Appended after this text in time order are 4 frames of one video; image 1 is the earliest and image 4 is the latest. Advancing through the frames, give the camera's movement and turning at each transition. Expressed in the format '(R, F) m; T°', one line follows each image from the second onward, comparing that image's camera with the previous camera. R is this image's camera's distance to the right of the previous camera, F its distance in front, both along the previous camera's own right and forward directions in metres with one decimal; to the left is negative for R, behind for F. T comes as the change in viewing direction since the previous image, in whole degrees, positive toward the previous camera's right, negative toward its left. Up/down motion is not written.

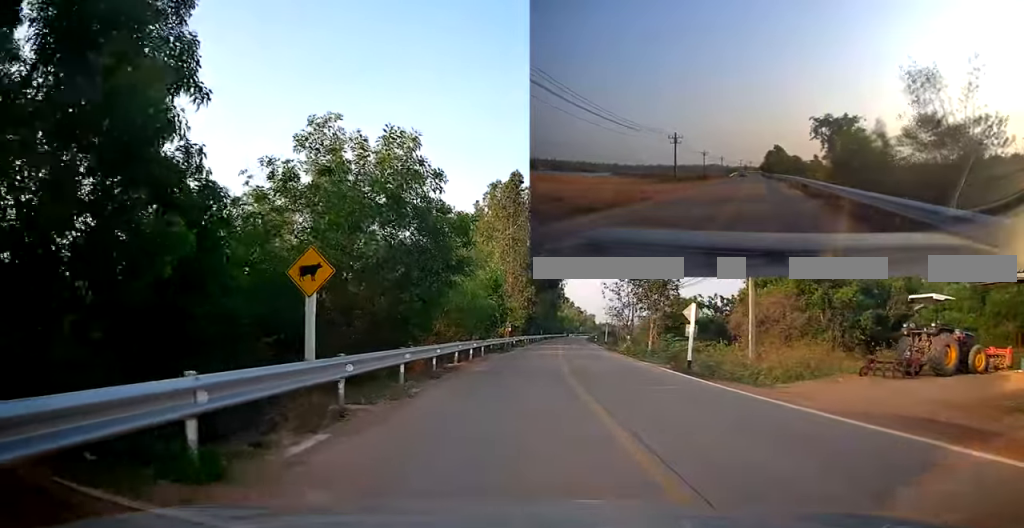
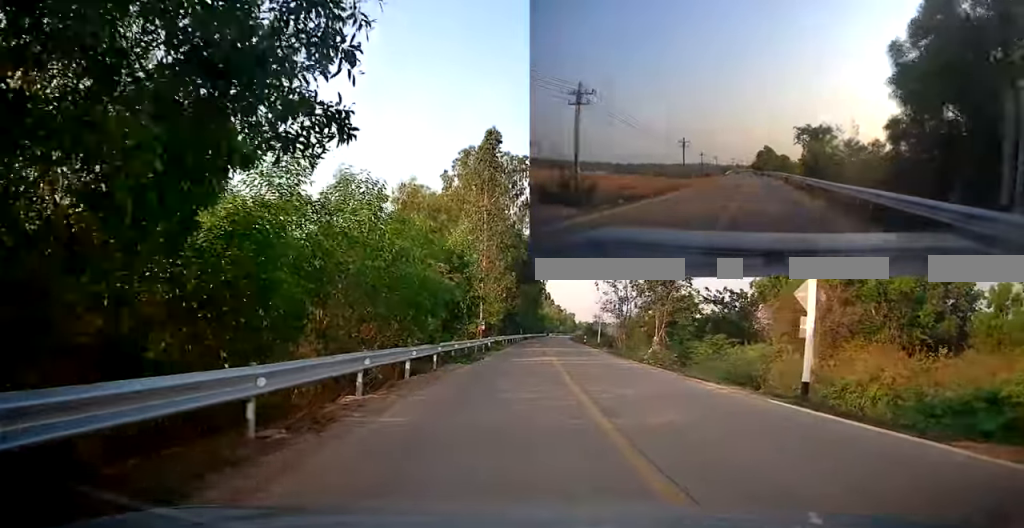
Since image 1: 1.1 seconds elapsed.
(+0.6, +10.6) m; +5°
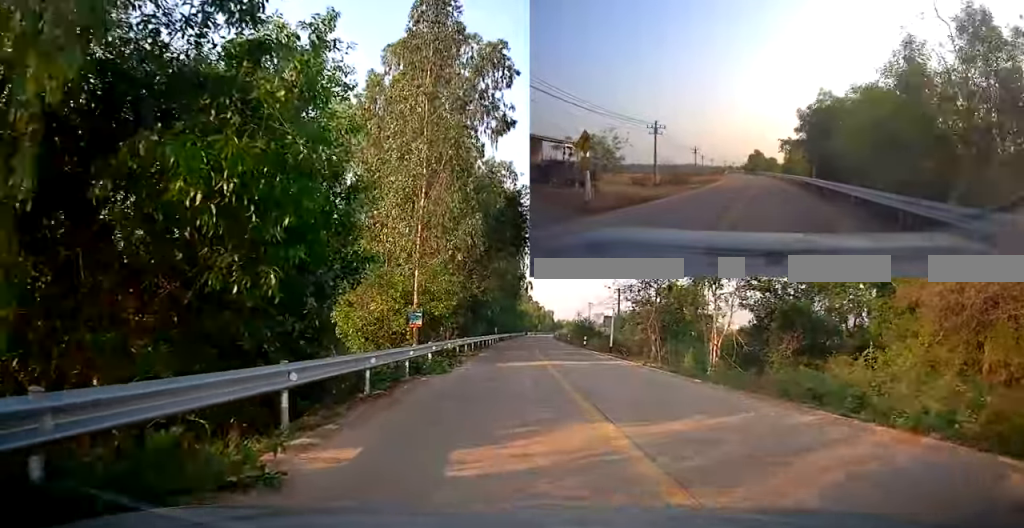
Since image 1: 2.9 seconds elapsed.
(+0.2, +18.9) m; 0°
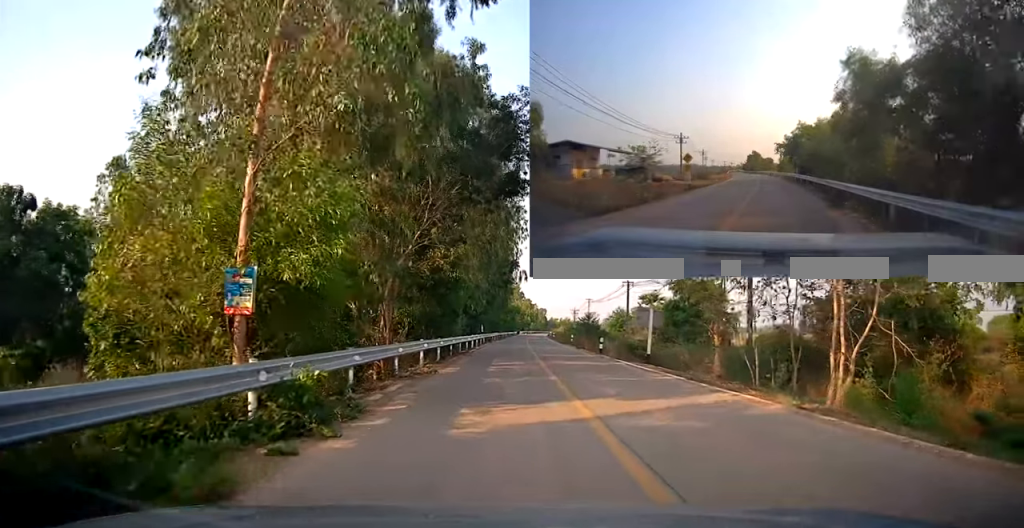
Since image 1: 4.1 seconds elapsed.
(+0.1, +12.6) m; -1°
